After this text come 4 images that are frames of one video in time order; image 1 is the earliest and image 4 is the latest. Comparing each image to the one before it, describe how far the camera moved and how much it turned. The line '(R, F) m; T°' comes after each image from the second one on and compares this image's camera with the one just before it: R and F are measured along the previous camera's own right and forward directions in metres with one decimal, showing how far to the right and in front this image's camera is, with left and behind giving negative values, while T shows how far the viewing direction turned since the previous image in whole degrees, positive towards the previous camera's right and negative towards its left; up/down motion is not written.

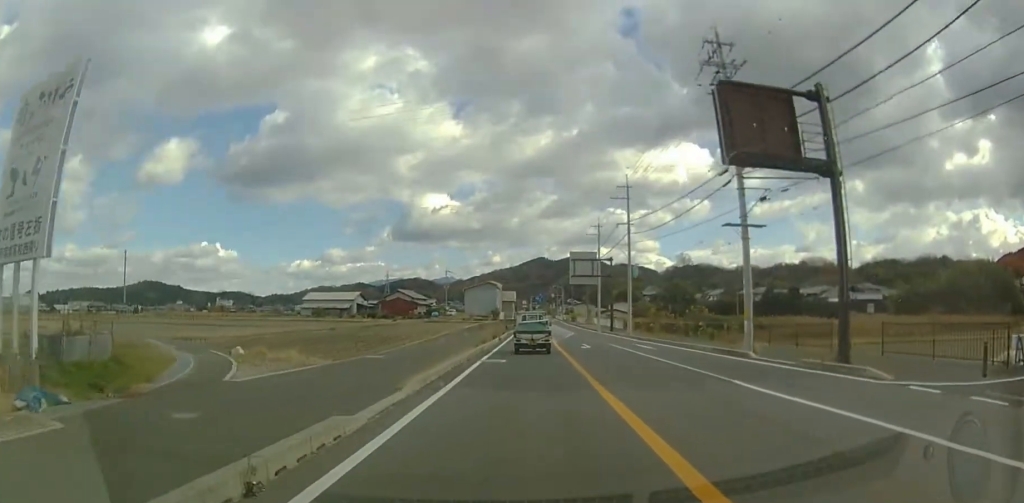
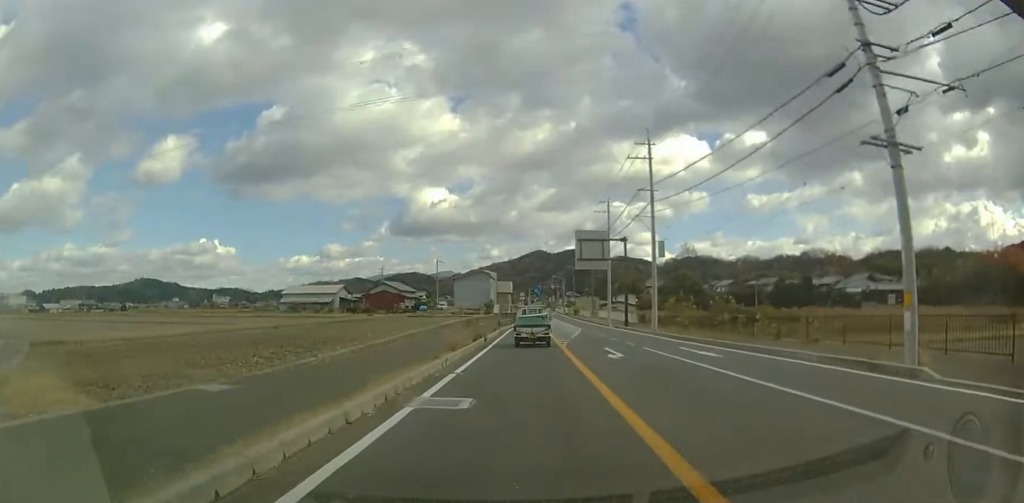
(-0.1, +9.8) m; +2°
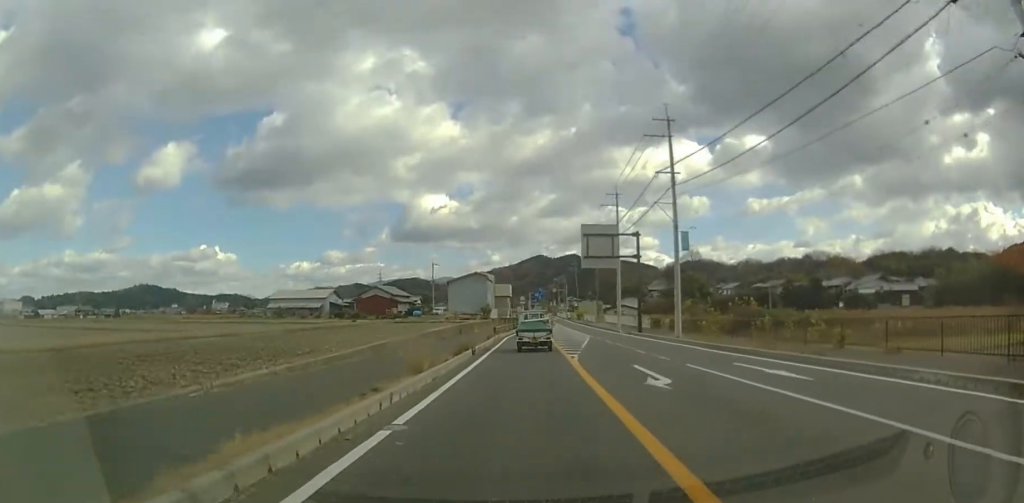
(+0.1, +5.7) m; +1°
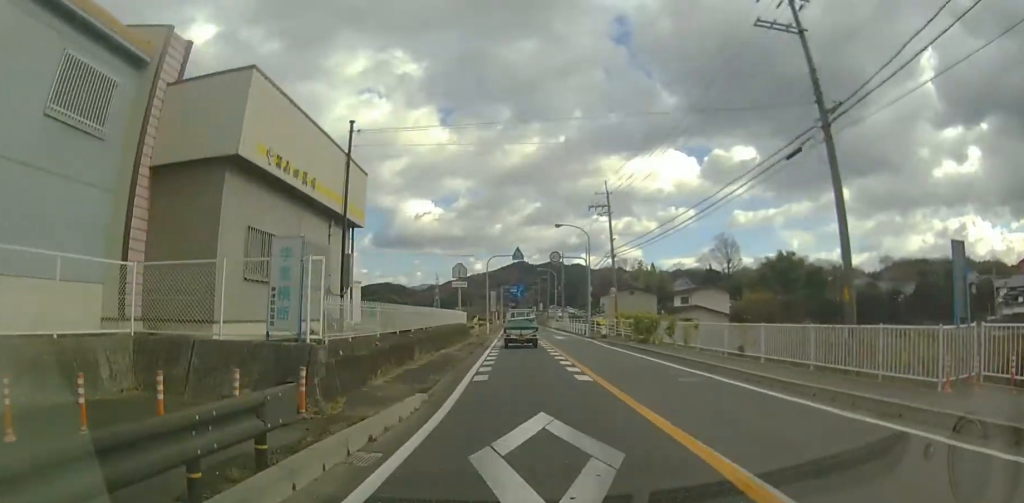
(-0.3, +70.2) m; +1°
